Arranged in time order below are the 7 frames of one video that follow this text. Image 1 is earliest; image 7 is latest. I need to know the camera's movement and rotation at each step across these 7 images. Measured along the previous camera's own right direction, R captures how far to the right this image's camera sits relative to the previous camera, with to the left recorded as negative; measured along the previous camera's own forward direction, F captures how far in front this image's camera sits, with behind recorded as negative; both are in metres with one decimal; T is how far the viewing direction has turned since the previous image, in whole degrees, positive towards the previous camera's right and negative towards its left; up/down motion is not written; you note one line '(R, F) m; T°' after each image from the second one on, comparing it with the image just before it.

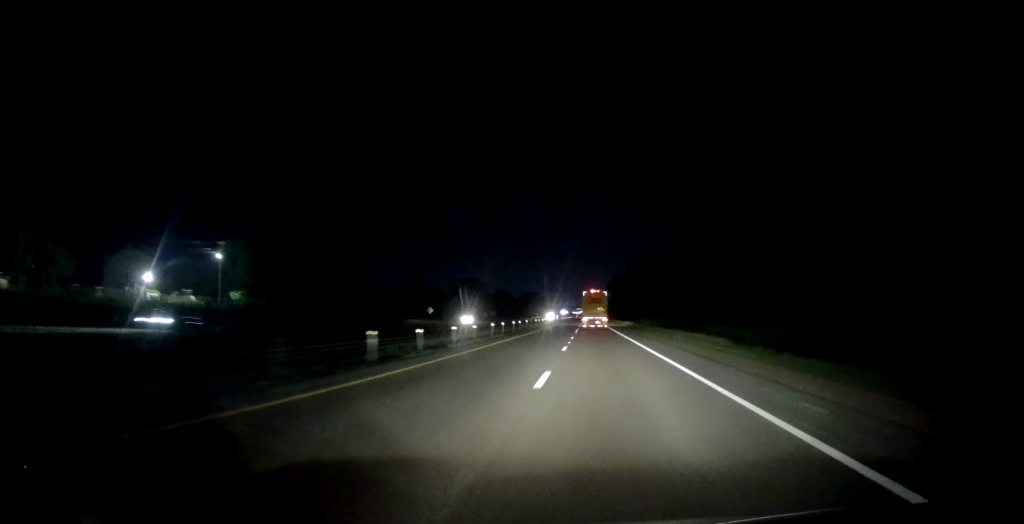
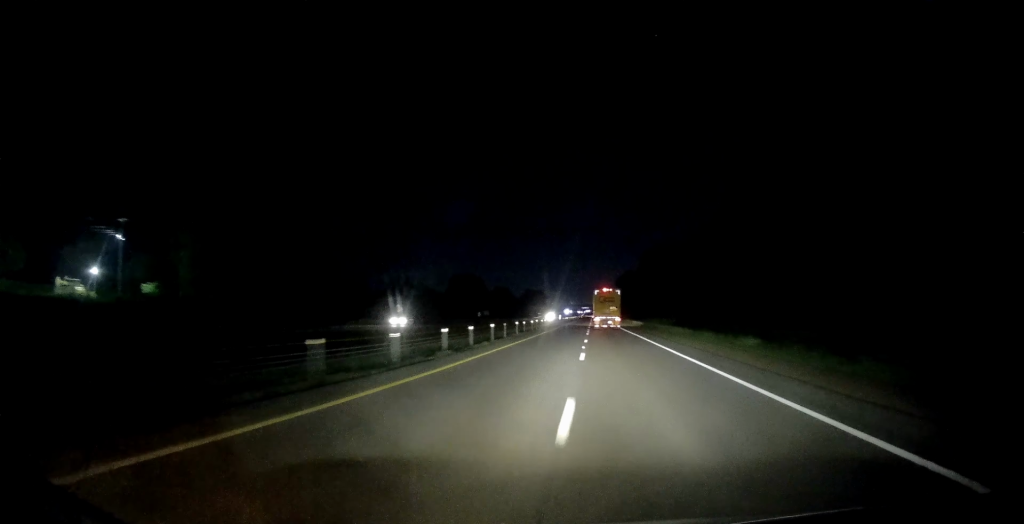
(-0.4, +30.1) m; 0°
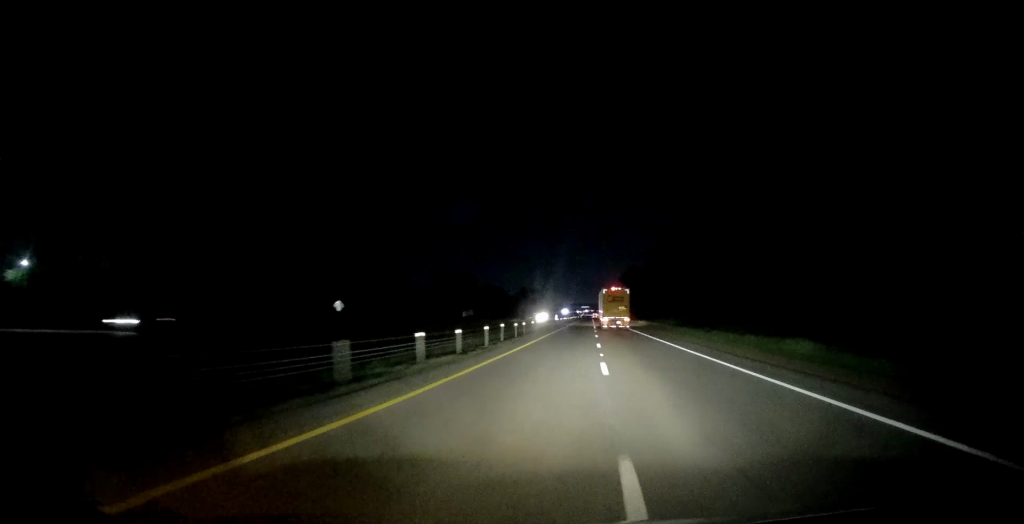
(+0.1, +30.1) m; 0°
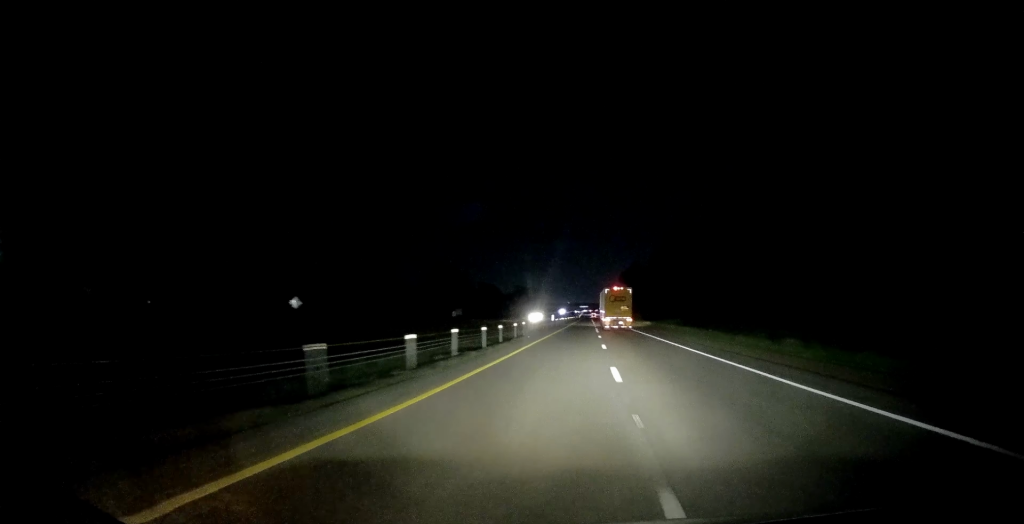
(+0.1, +14.0) m; 0°
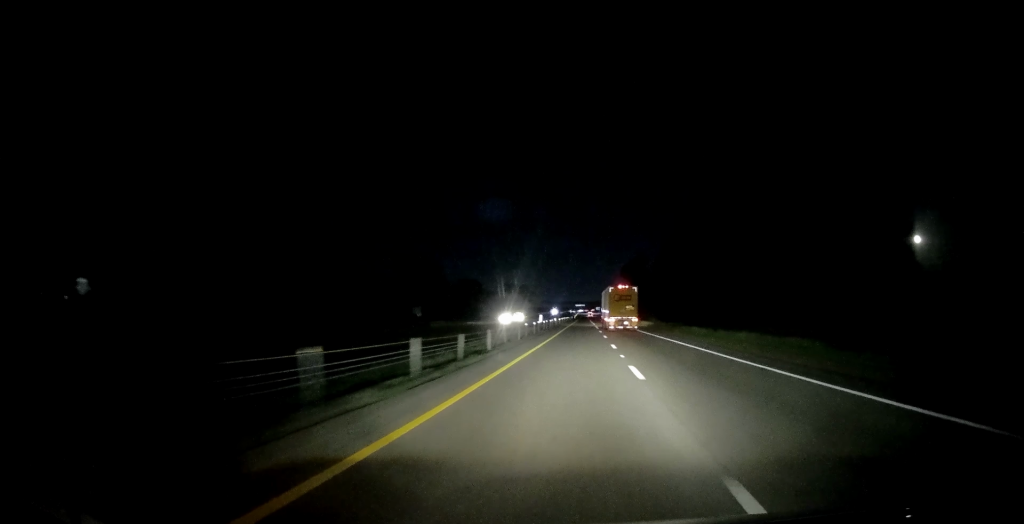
(-0.4, +37.8) m; 0°
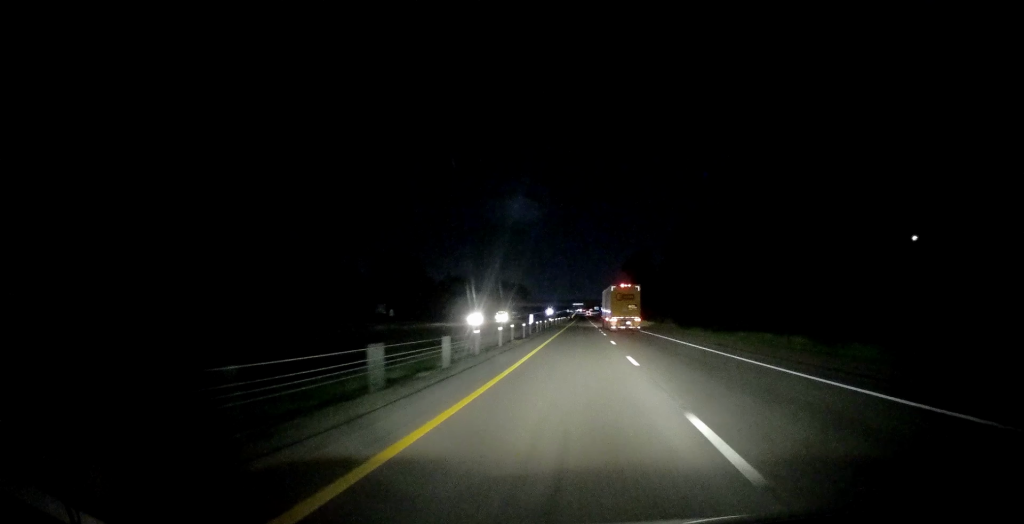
(+0.3, +21.6) m; +1°
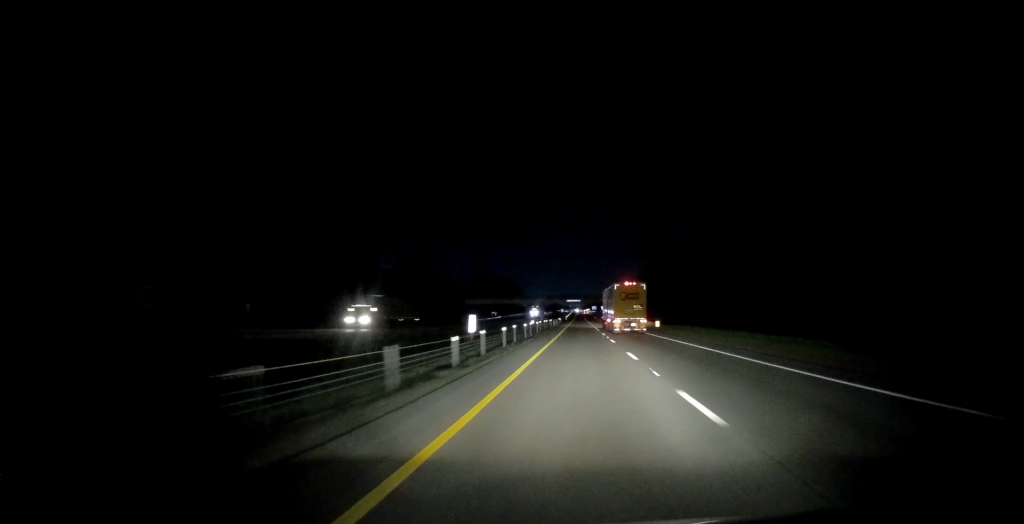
(-1.1, +60.5) m; 0°
